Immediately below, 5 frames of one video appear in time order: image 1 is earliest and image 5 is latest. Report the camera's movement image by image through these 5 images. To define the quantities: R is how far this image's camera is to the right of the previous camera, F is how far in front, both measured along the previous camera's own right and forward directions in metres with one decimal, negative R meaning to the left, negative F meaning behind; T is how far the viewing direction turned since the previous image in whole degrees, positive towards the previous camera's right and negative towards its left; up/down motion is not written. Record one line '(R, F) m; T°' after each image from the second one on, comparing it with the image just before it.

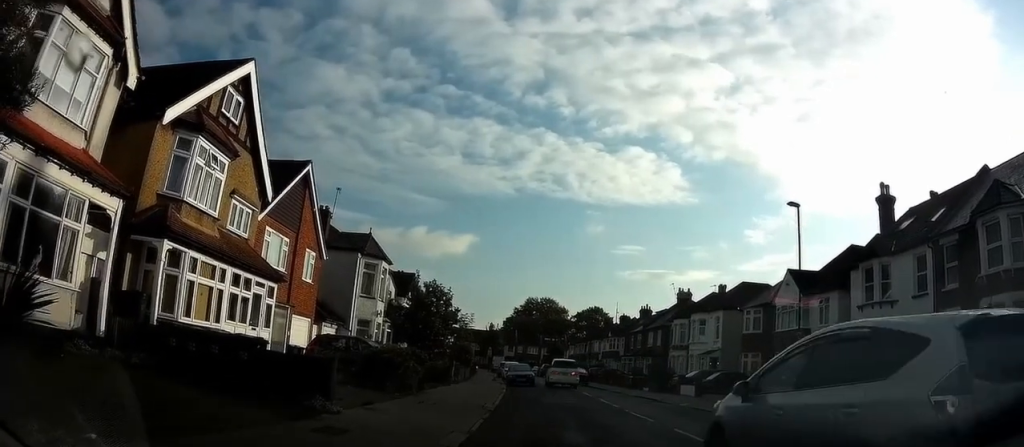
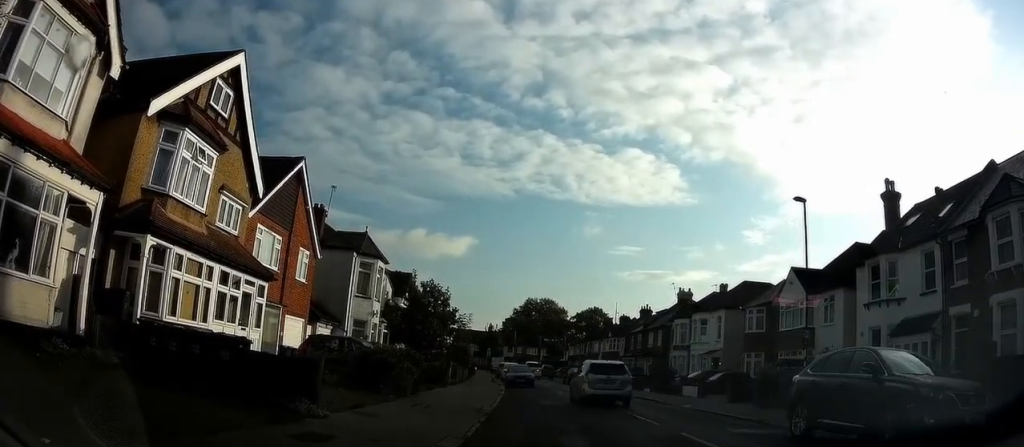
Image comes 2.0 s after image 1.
(+0.3, +0.5) m; 0°
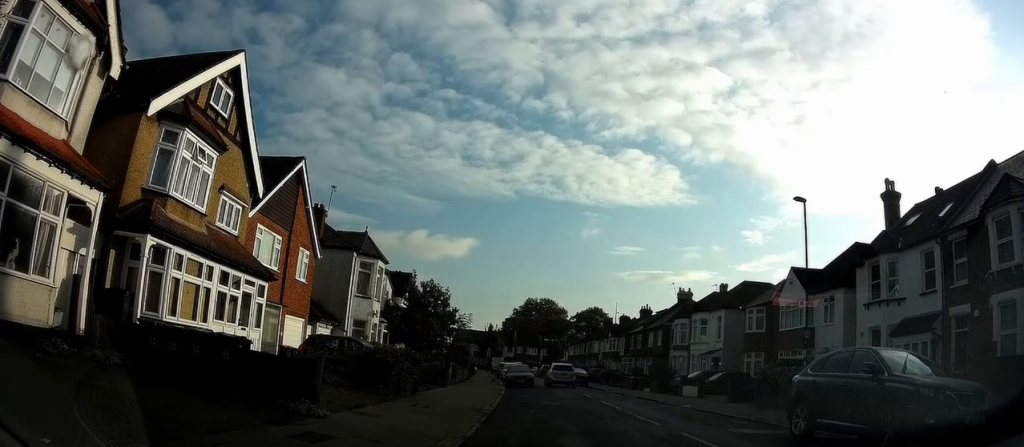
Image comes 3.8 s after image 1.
(0.0, 0.0) m; 0°
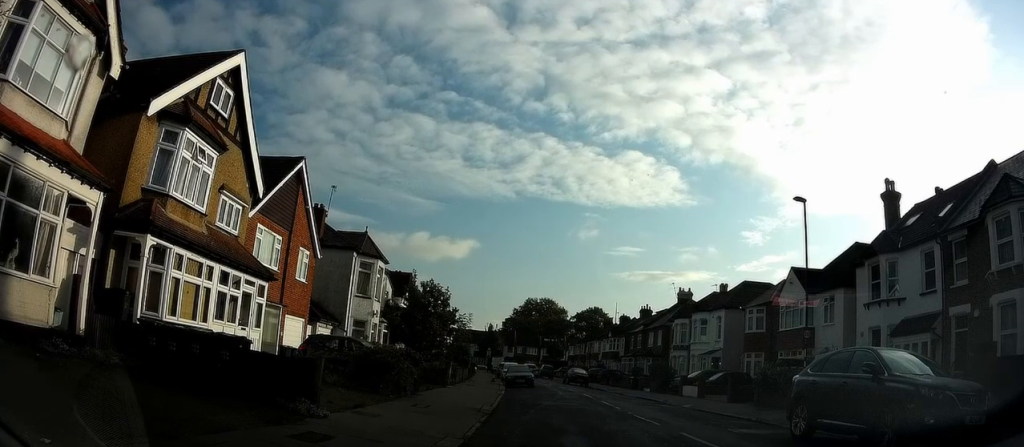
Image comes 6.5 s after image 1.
(0.0, 0.0) m; 0°
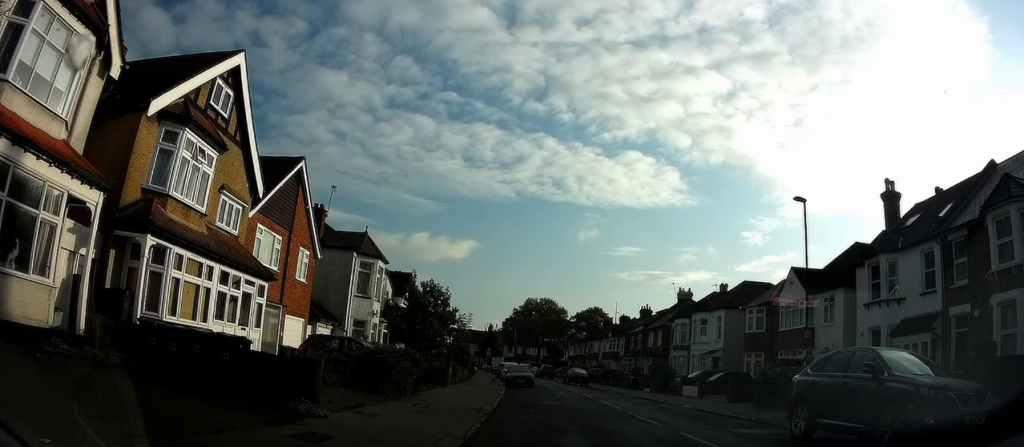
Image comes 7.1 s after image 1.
(0.0, 0.0) m; 0°
